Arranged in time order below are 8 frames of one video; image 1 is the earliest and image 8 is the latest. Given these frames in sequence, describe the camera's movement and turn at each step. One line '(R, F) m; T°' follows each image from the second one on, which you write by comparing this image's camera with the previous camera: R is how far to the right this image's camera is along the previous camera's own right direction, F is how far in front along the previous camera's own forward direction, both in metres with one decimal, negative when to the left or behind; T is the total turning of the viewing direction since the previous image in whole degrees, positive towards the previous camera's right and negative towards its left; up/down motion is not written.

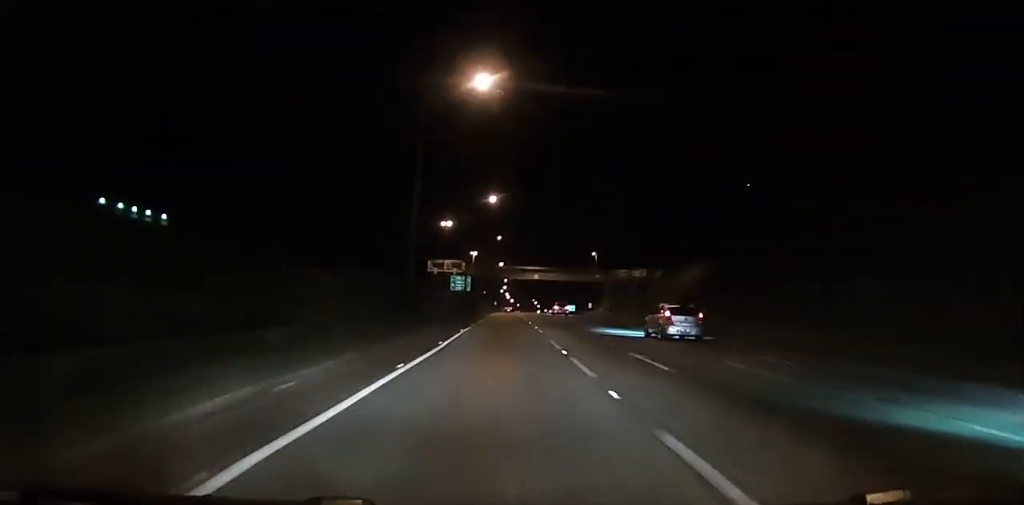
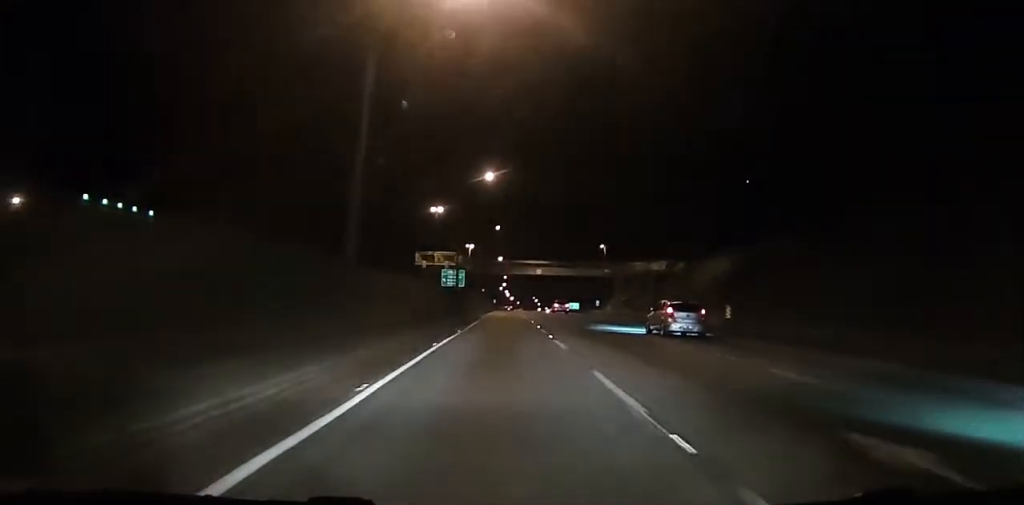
(+0.1, +11.8) m; 0°
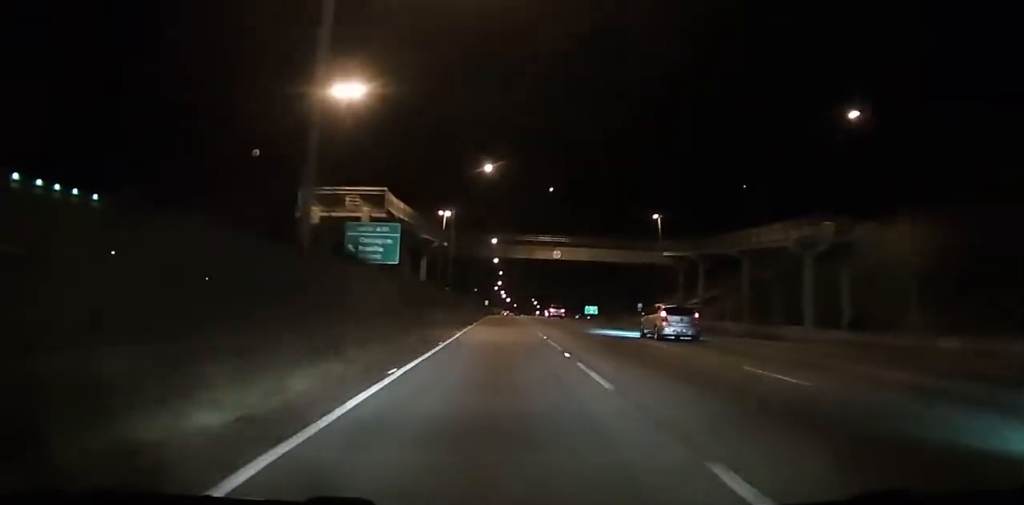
(+0.5, +43.9) m; +1°
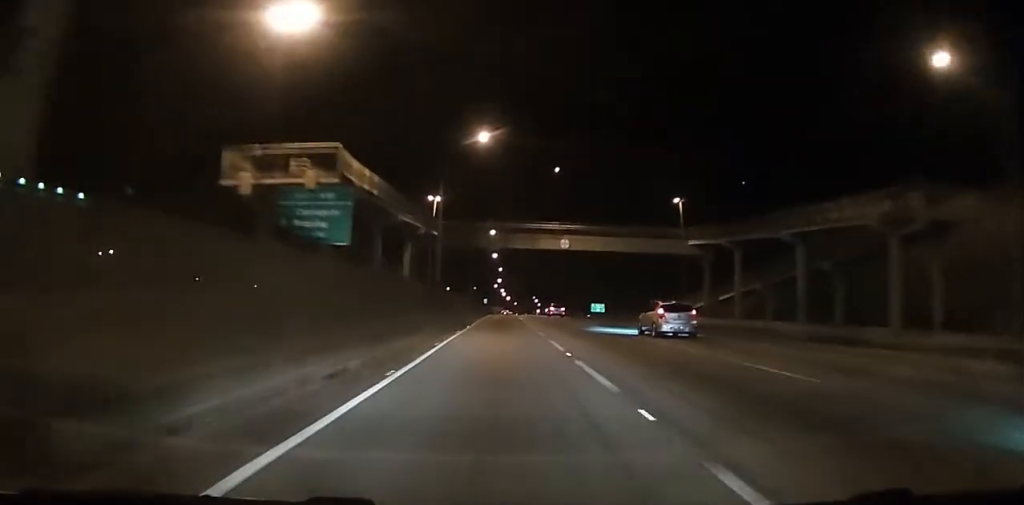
(-0.1, +9.4) m; 0°
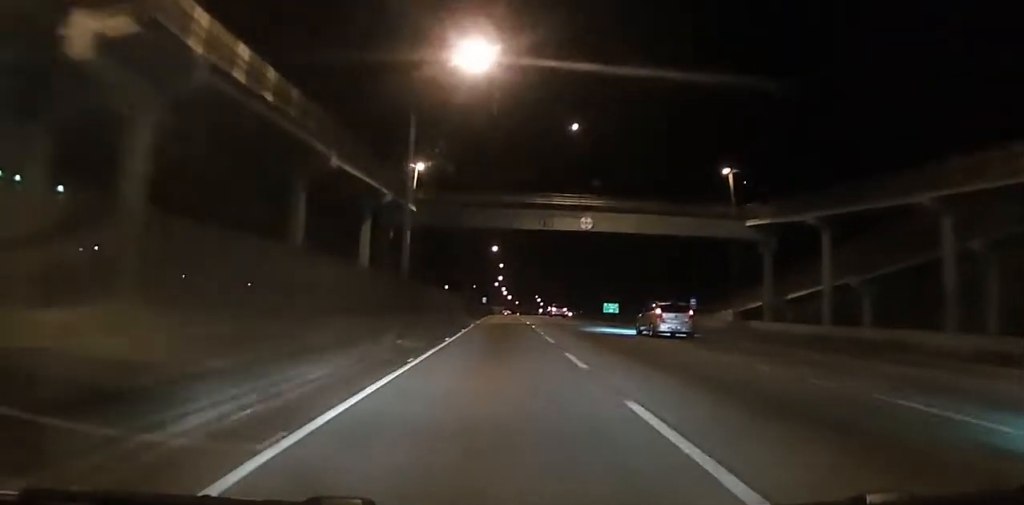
(+0.1, +14.5) m; 0°
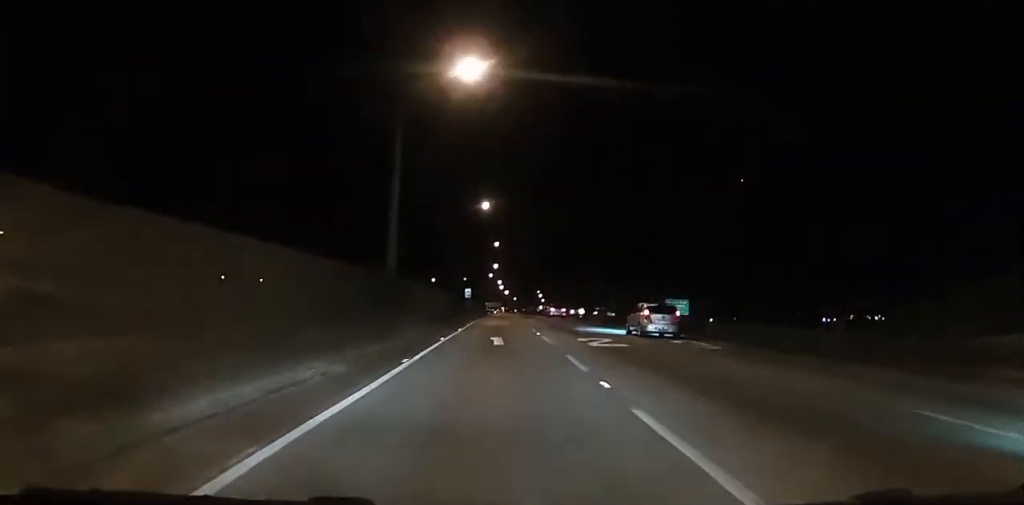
(-0.3, +45.6) m; -1°
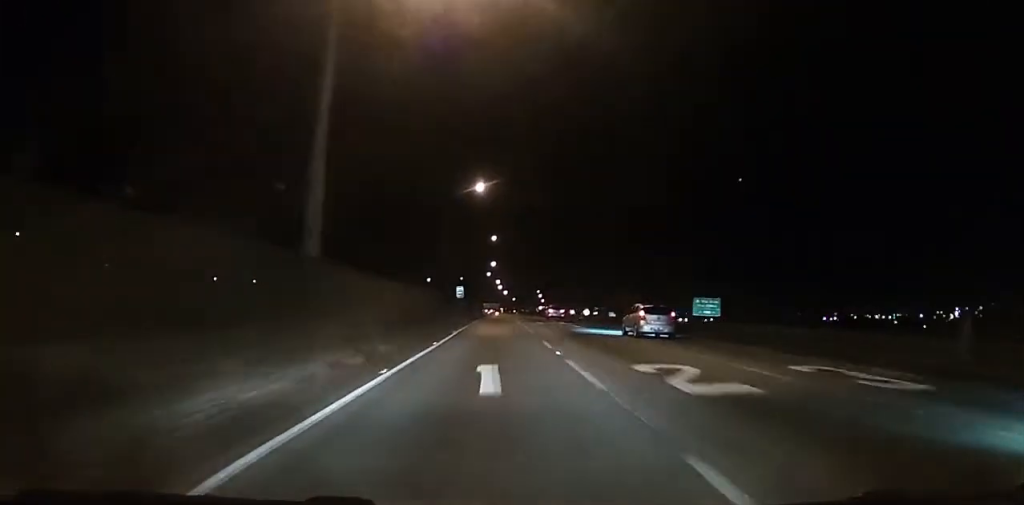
(0.0, +10.8) m; 0°
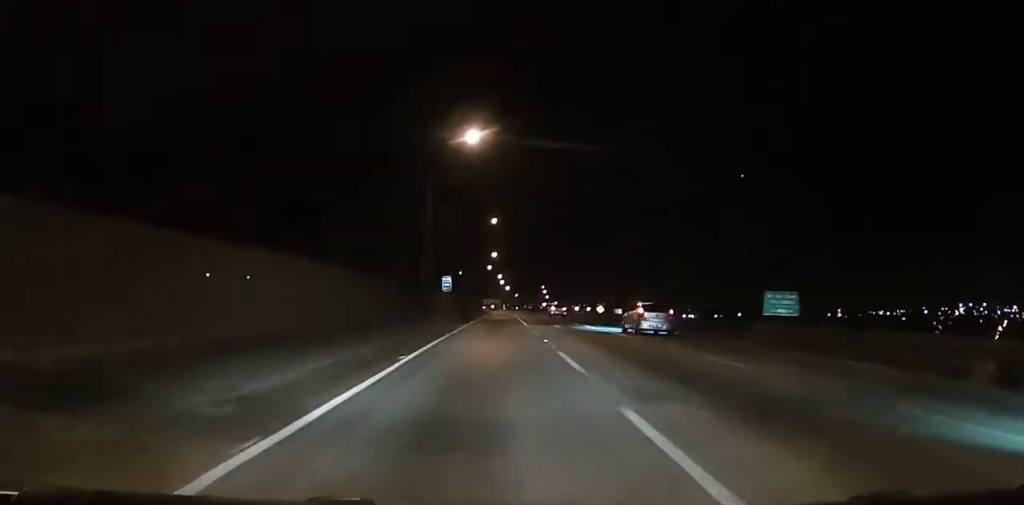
(+0.1, +15.9) m; 0°
